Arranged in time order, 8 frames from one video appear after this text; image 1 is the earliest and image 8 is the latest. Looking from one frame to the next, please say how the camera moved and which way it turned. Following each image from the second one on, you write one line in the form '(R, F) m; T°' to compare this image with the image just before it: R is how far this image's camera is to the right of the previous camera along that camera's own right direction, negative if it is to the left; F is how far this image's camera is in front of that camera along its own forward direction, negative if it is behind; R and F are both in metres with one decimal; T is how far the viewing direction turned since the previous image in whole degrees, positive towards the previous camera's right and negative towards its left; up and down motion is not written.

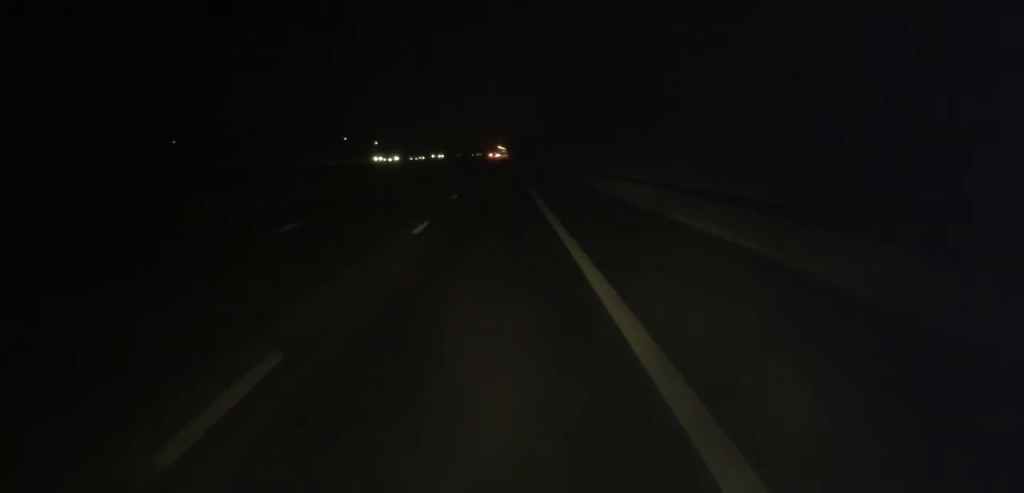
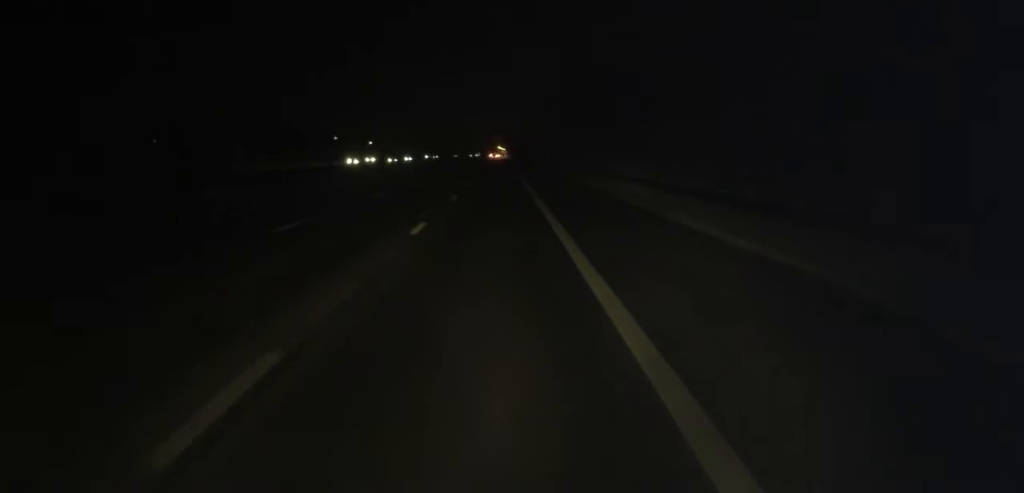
(-0.3, +12.5) m; -1°
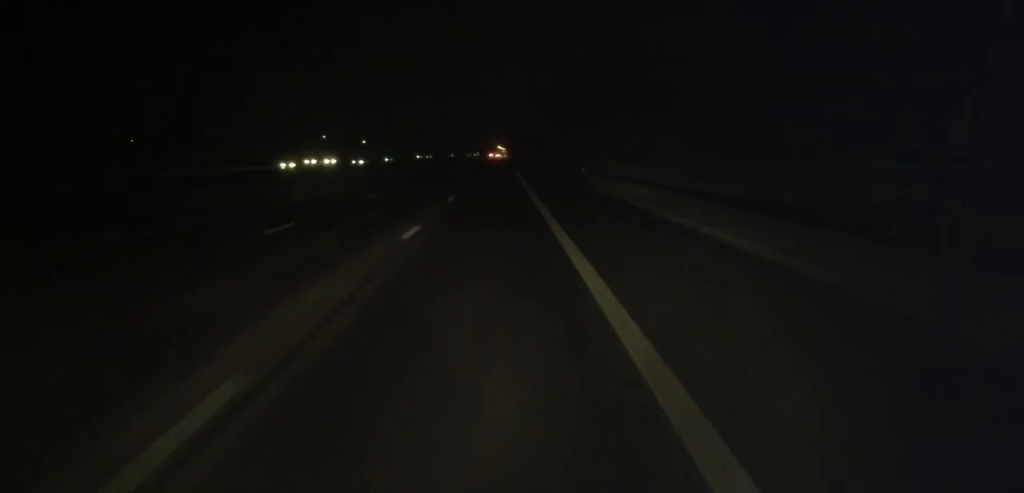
(0.0, +13.3) m; 0°
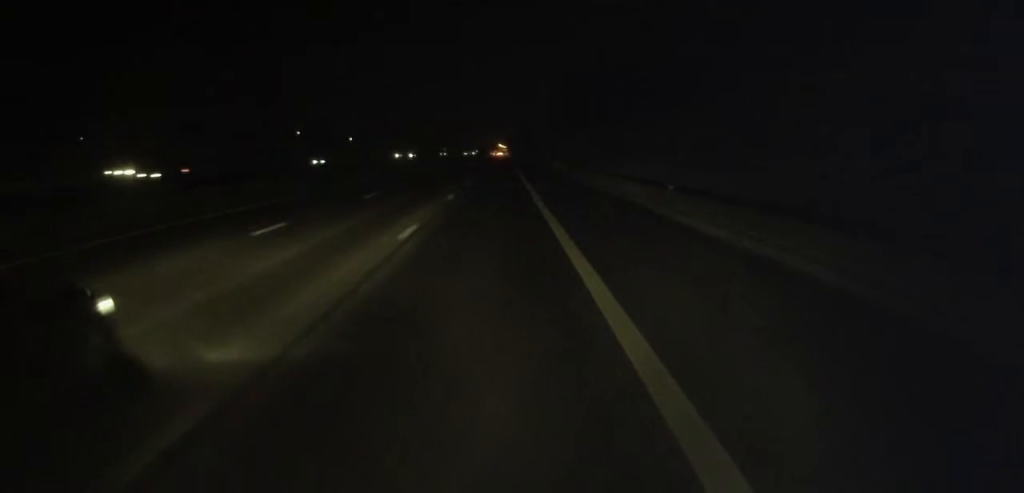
(+0.1, +26.0) m; 0°
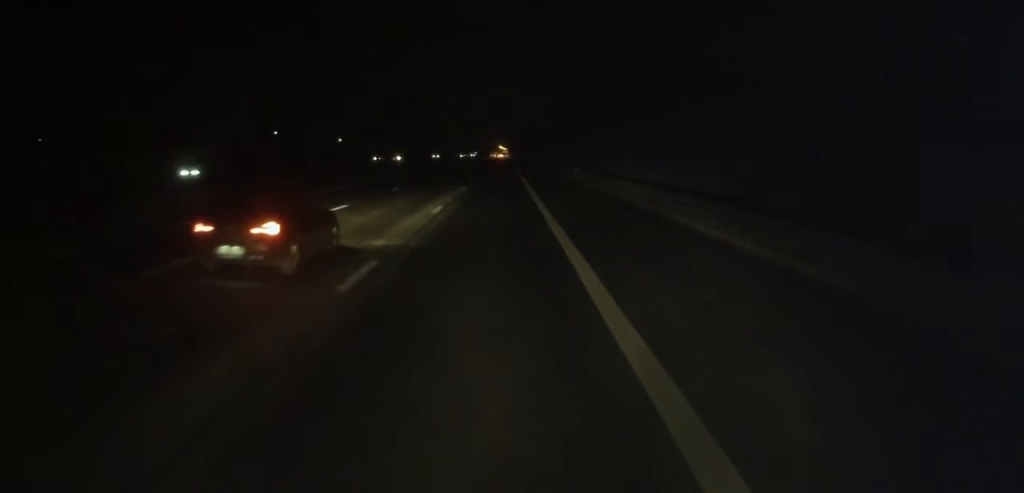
(0.0, +18.0) m; 0°
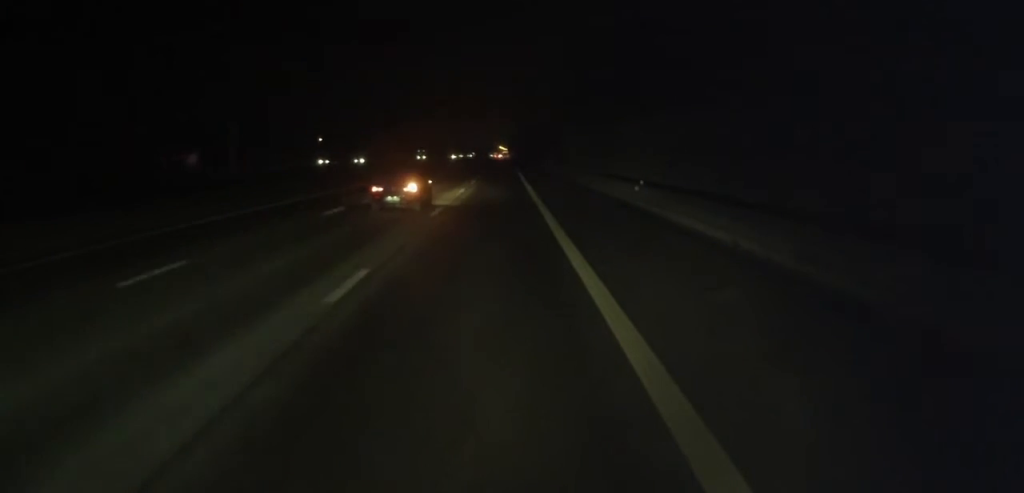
(+0.1, +25.7) m; +1°
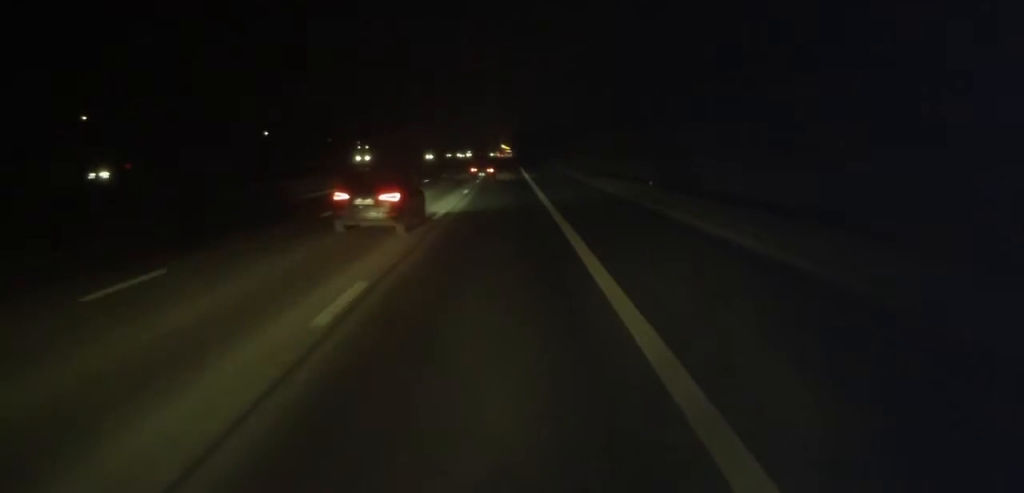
(-0.2, +51.5) m; -1°
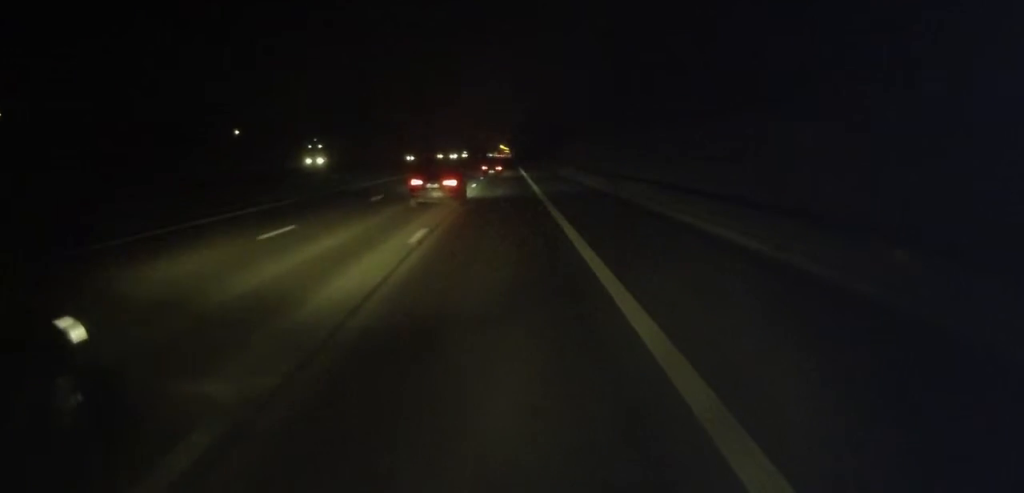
(0.0, +17.9) m; 0°
